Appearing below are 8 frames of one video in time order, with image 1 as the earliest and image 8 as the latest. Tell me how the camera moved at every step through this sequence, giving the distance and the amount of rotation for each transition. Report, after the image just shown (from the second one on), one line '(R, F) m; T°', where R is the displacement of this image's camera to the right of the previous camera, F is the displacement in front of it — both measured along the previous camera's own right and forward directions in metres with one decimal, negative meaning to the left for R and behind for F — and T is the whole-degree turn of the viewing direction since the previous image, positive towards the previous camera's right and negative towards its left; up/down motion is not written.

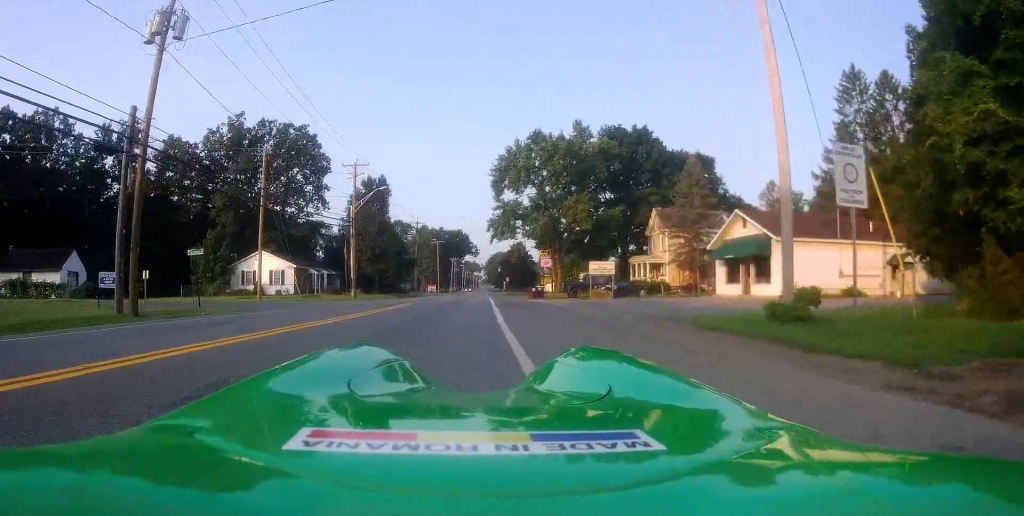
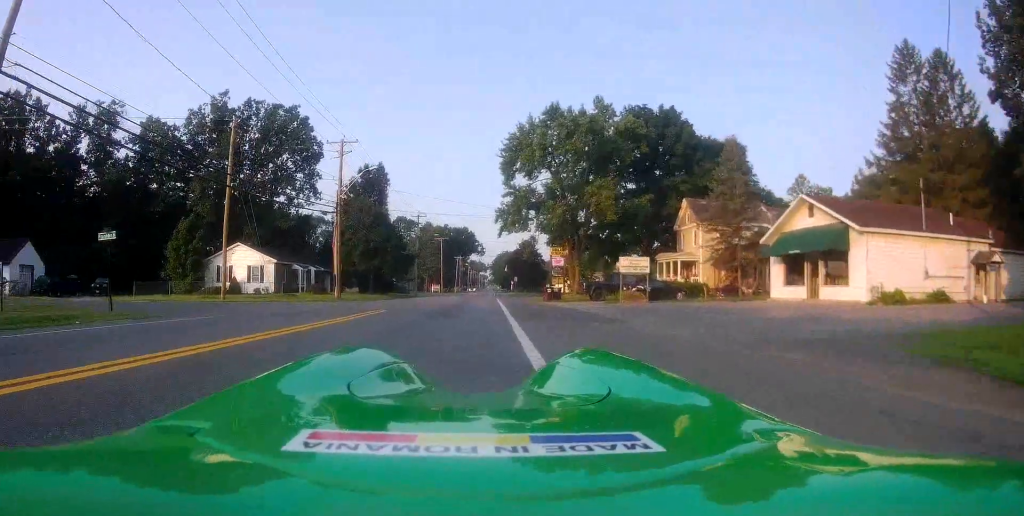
(+0.2, +7.5) m; +2°
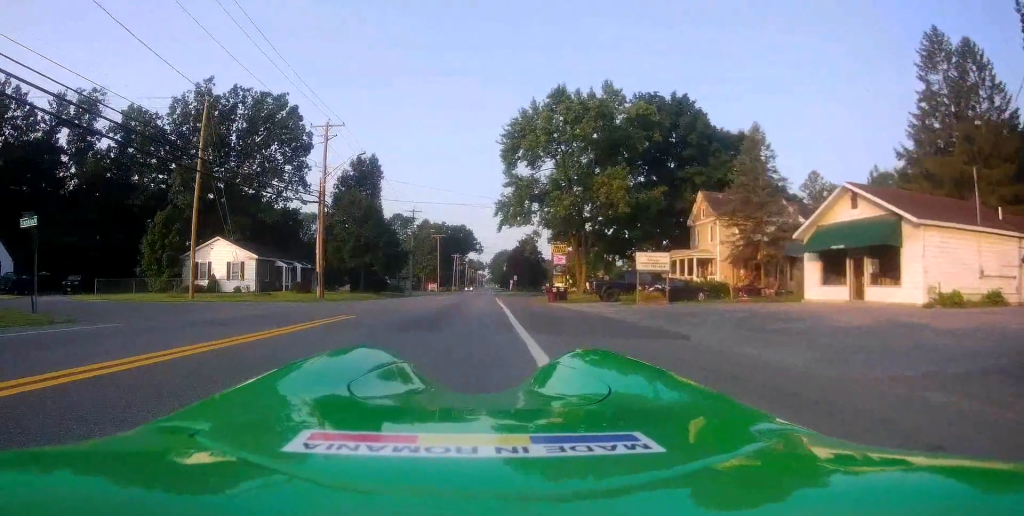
(0.0, +4.3) m; +1°
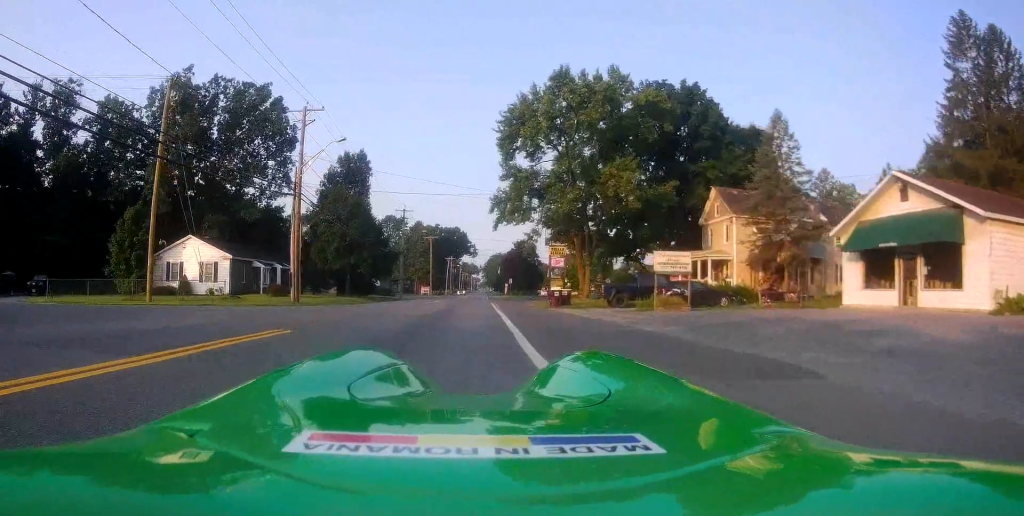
(+0.1, +4.3) m; +1°
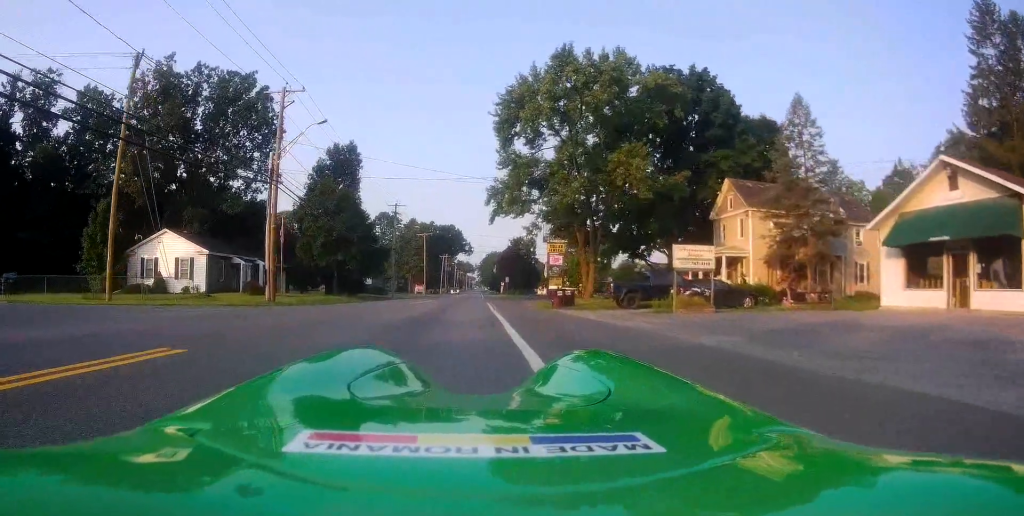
(+0.1, +3.6) m; +1°
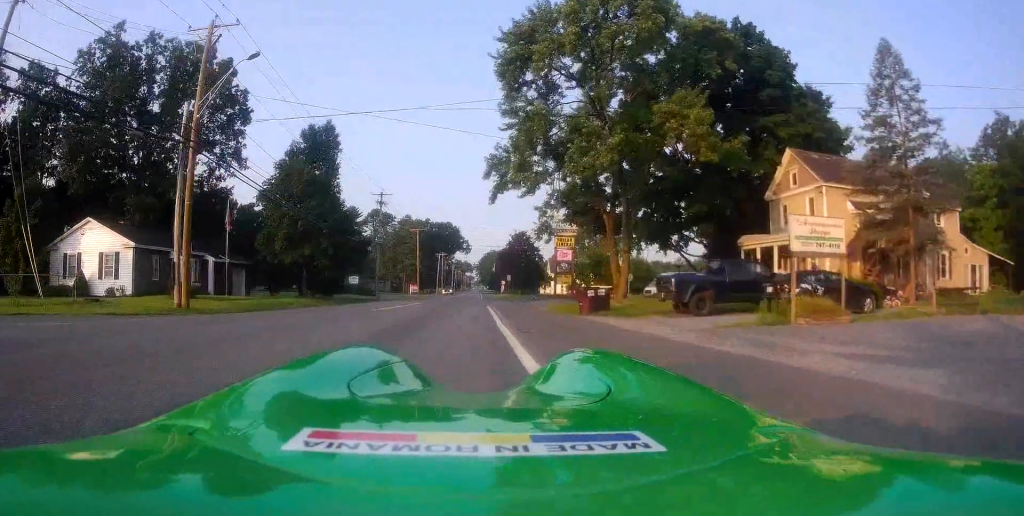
(+0.1, +9.7) m; -1°
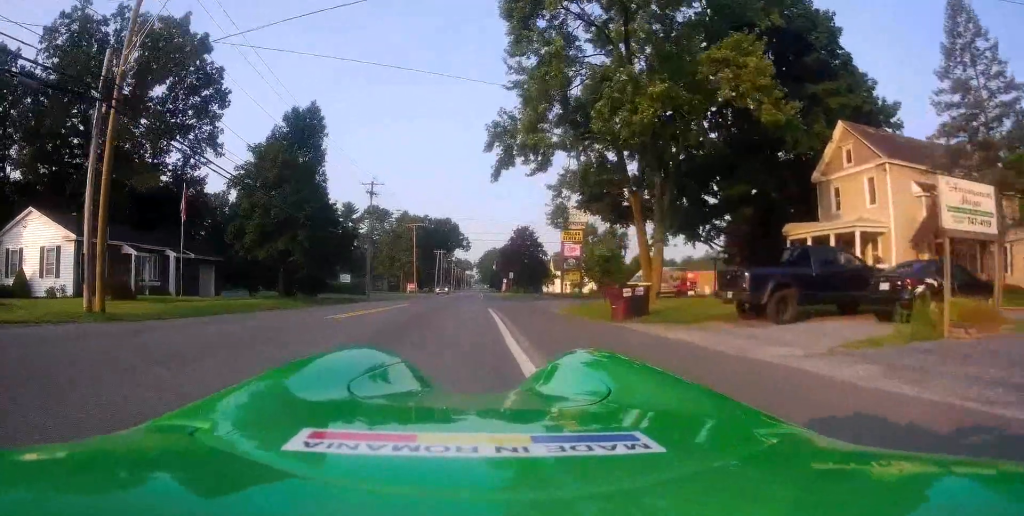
(-0.2, +5.8) m; -1°
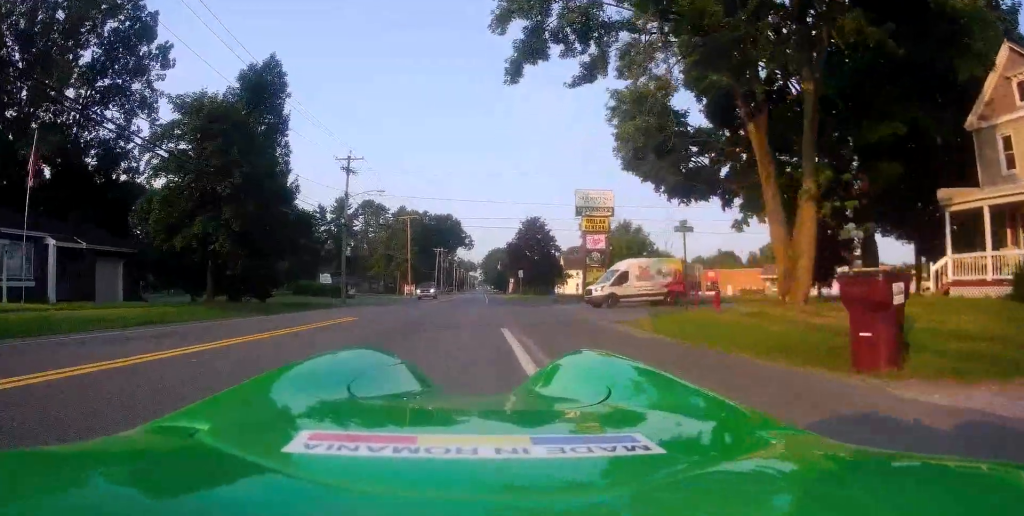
(-0.2, +12.3) m; -3°
